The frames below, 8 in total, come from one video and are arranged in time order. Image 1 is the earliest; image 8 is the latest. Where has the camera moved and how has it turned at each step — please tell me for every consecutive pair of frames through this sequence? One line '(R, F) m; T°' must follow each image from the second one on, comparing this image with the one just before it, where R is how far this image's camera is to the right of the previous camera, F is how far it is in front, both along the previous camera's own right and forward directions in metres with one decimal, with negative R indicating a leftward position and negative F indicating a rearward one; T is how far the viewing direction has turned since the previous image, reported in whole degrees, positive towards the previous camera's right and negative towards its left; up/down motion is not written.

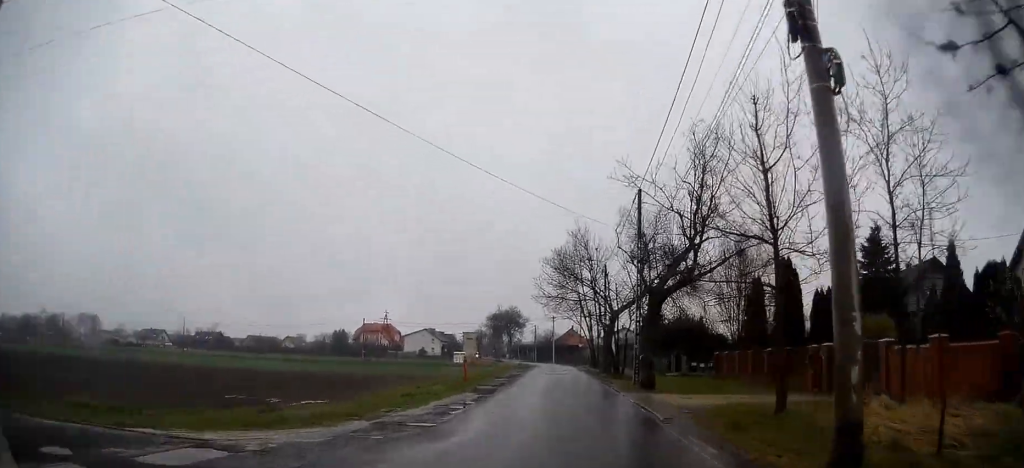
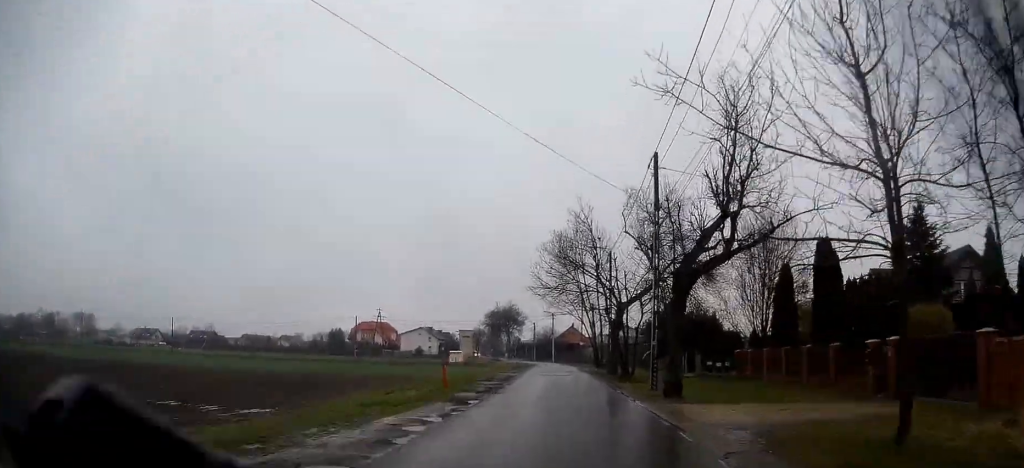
(+0.1, +4.8) m; +1°
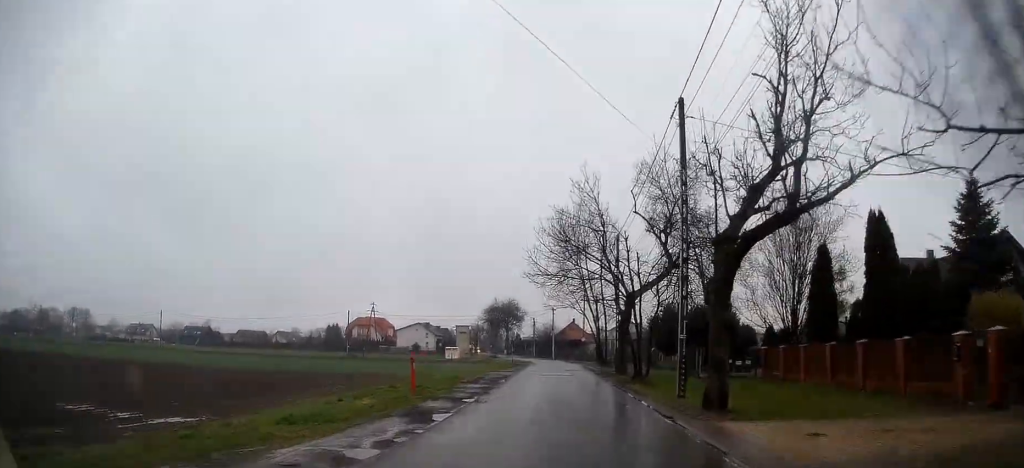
(0.0, +4.6) m; 0°
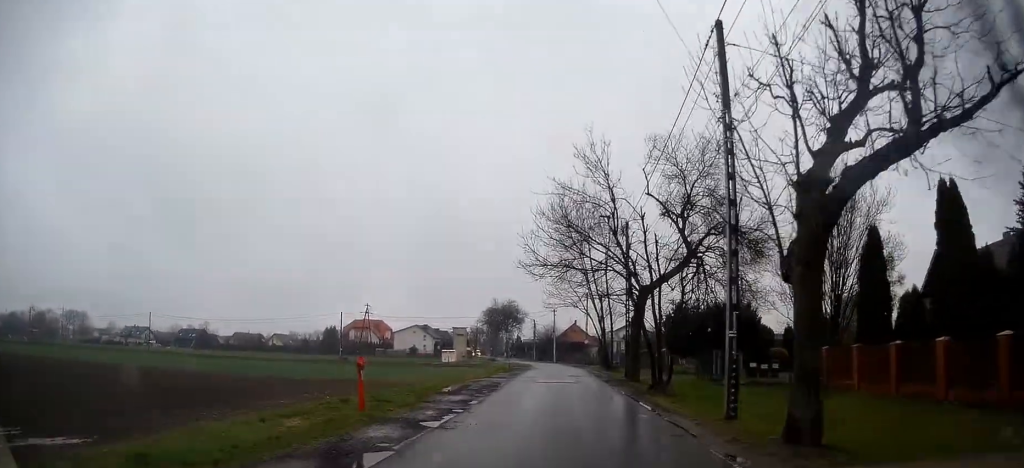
(0.0, +4.6) m; 0°
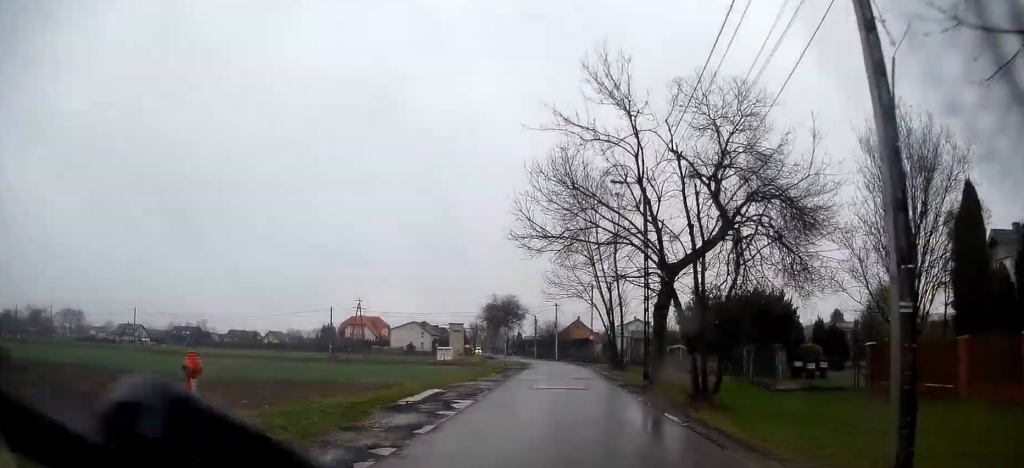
(0.0, +6.1) m; 0°
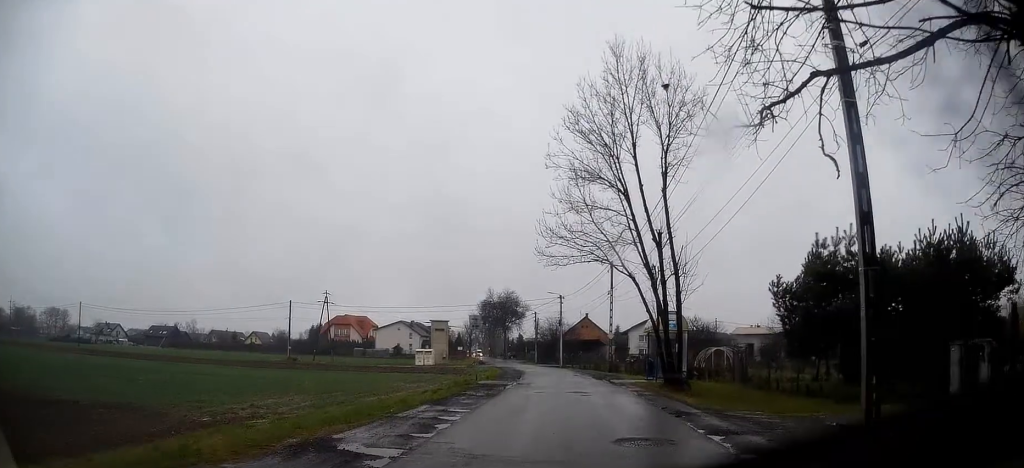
(0.0, +19.9) m; 0°
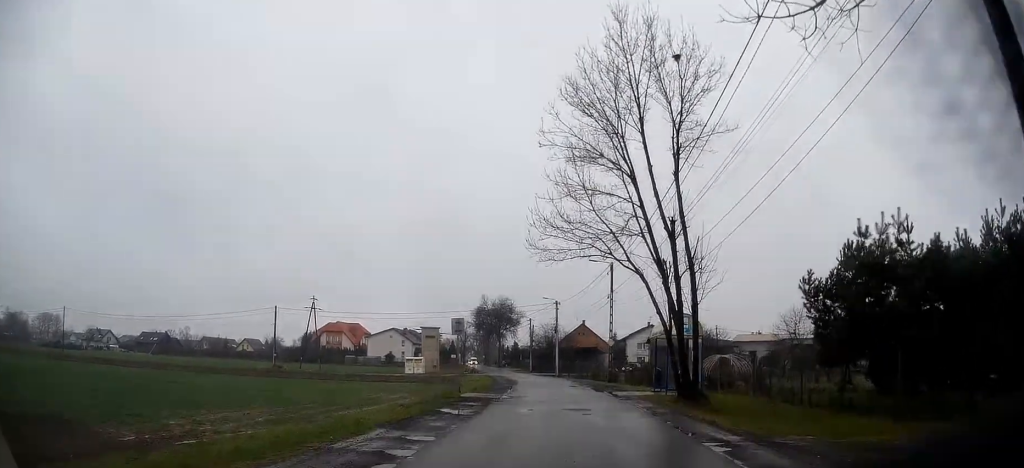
(0.0, +4.2) m; 0°
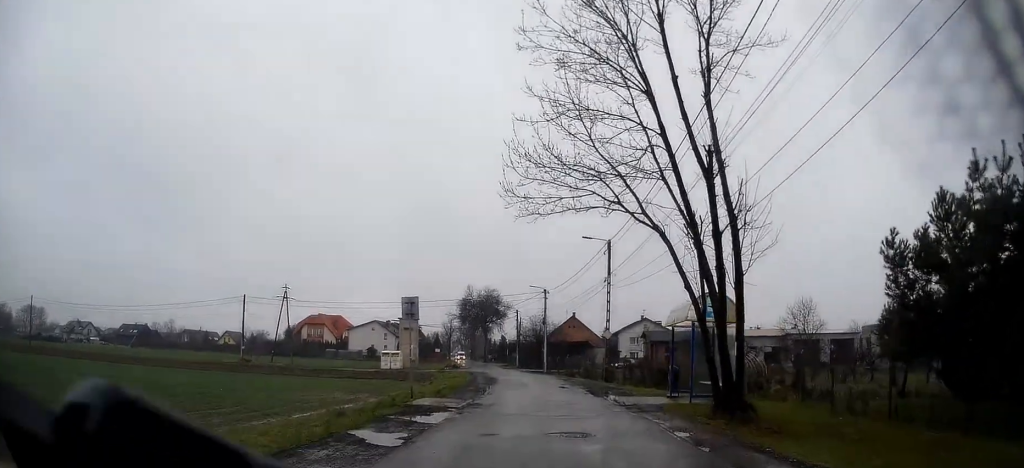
(0.0, +7.1) m; +1°
